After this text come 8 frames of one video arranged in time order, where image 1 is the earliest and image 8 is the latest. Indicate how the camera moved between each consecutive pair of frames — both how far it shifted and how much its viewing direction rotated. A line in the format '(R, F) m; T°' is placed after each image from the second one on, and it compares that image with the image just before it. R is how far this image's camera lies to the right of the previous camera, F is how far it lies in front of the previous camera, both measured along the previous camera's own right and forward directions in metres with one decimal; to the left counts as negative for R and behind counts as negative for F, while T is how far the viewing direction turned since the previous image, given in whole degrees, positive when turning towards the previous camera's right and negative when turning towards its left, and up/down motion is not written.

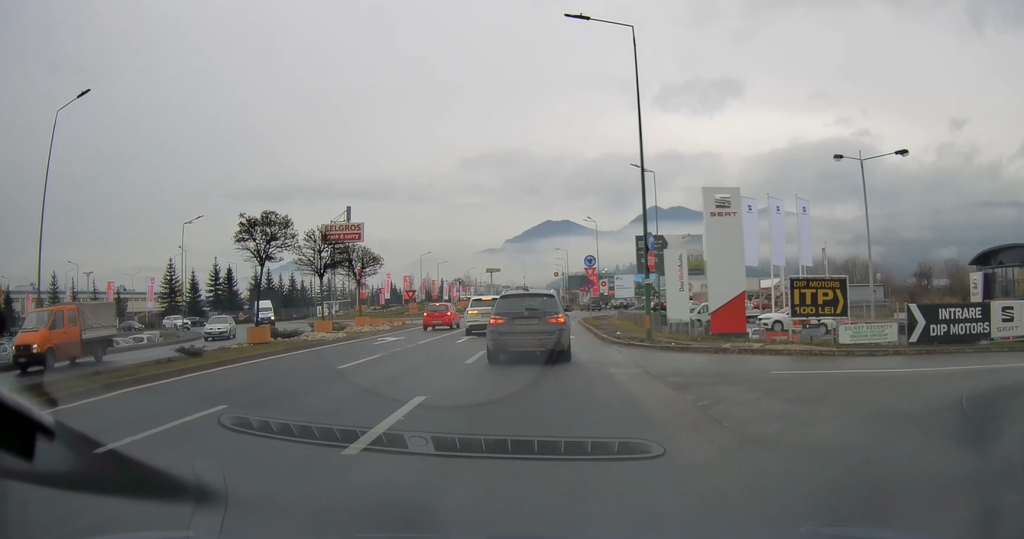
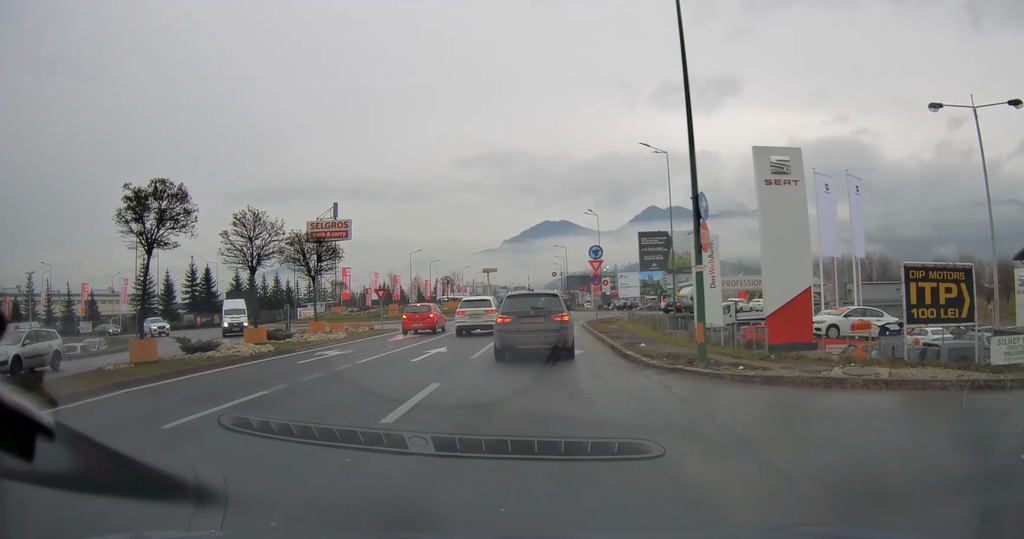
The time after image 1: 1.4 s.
(+0.1, +6.6) m; +1°
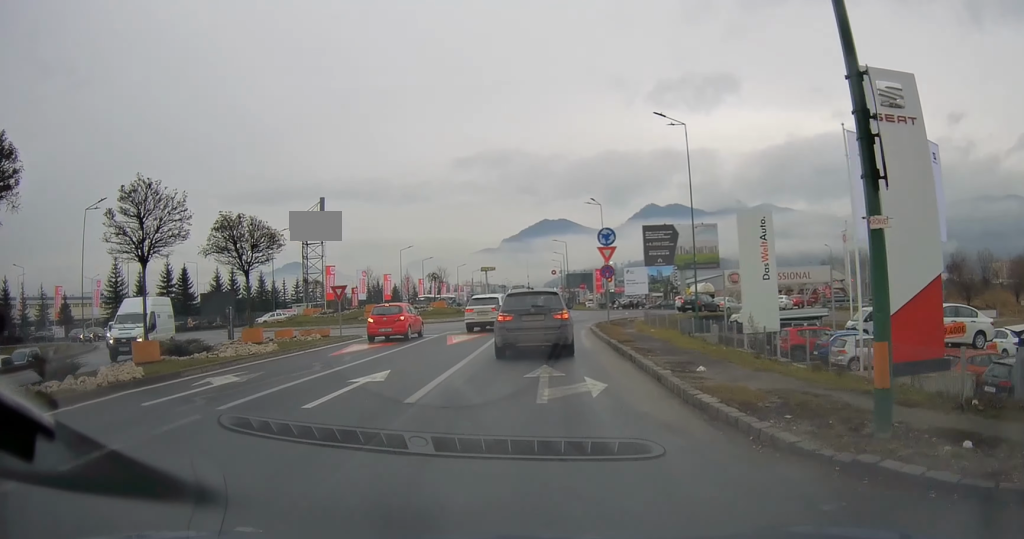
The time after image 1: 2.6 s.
(0.0, +6.5) m; -1°
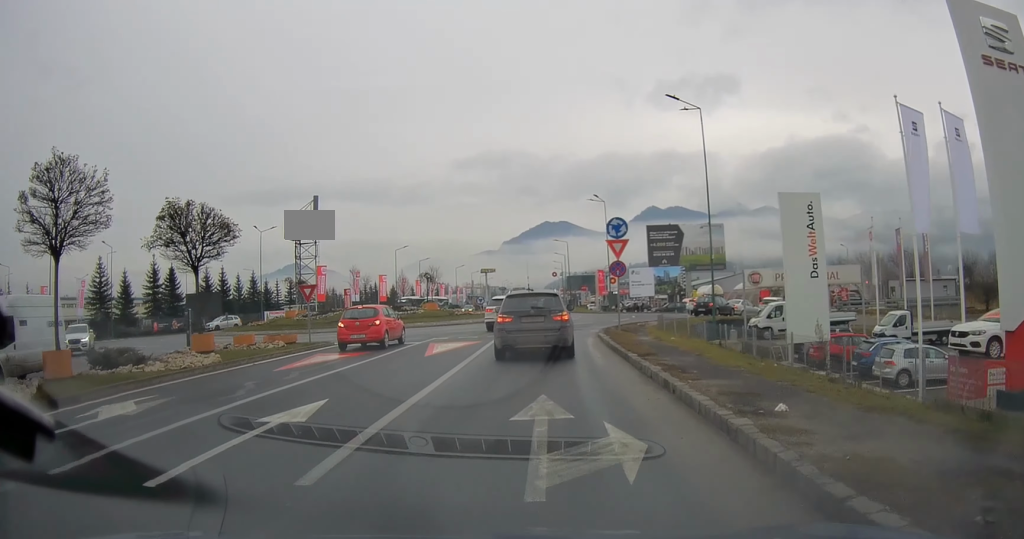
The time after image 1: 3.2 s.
(0.0, +3.7) m; -1°
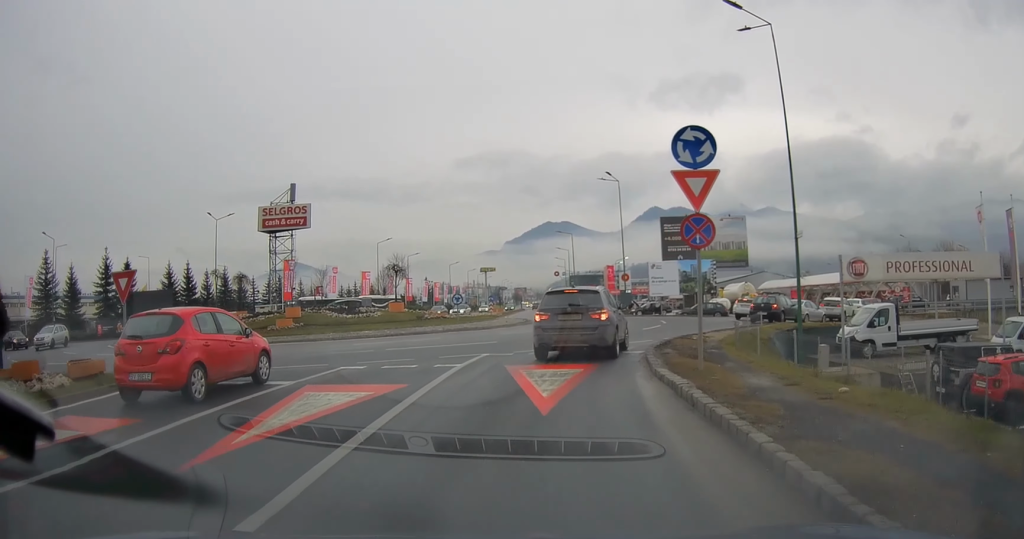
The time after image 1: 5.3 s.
(+0.5, +12.3) m; +2°
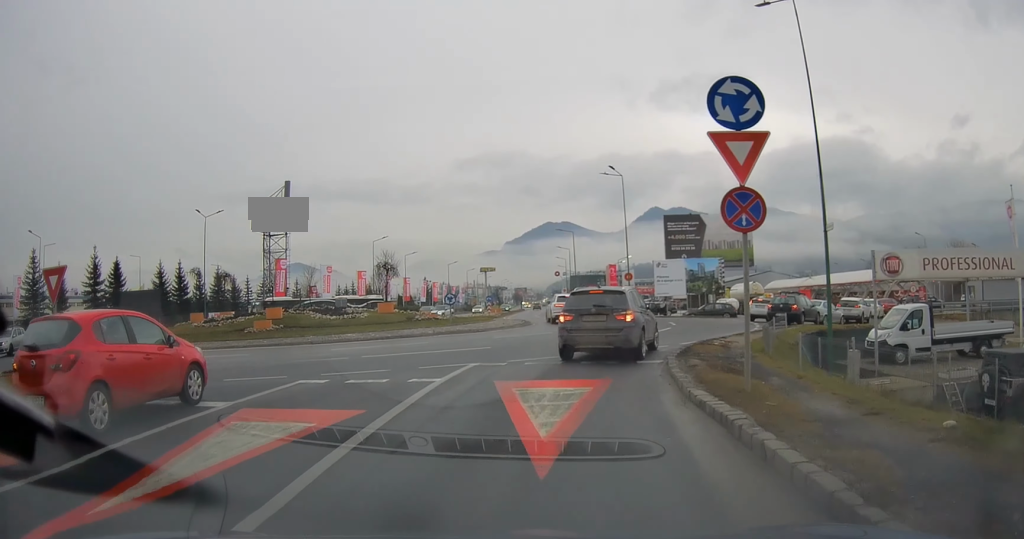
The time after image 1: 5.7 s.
(-0.1, +2.6) m; -1°
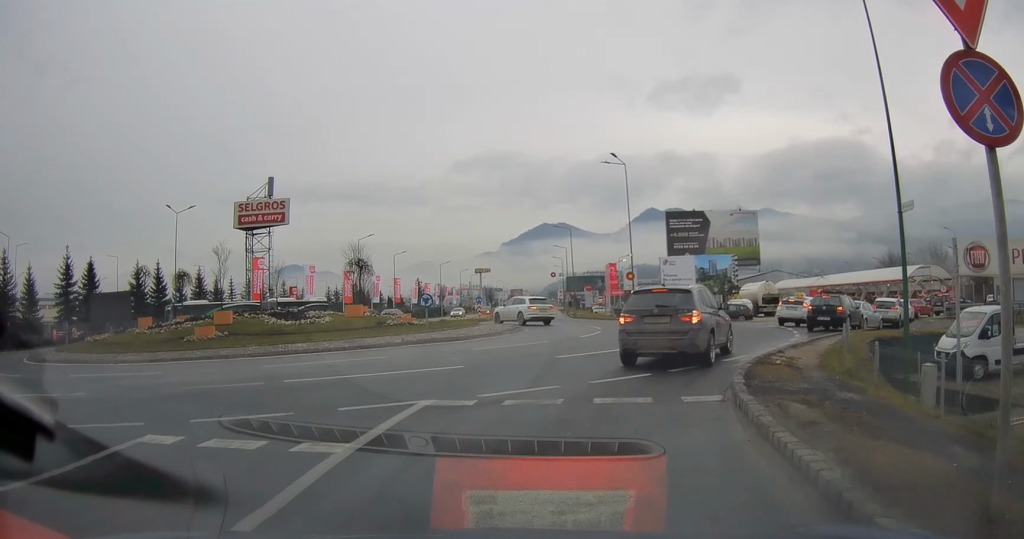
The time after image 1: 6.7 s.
(-0.1, +5.1) m; 0°
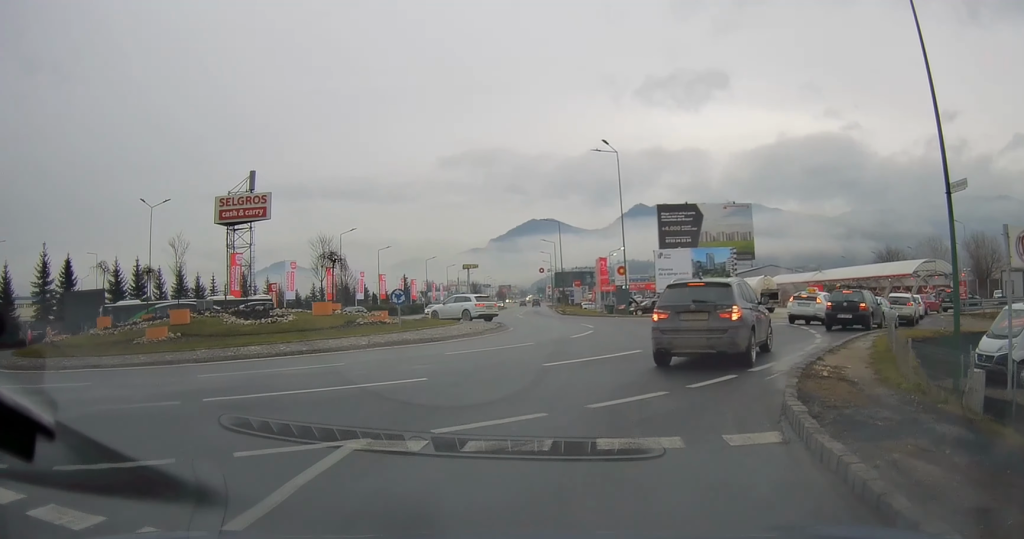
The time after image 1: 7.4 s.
(0.0, +2.9) m; +1°
